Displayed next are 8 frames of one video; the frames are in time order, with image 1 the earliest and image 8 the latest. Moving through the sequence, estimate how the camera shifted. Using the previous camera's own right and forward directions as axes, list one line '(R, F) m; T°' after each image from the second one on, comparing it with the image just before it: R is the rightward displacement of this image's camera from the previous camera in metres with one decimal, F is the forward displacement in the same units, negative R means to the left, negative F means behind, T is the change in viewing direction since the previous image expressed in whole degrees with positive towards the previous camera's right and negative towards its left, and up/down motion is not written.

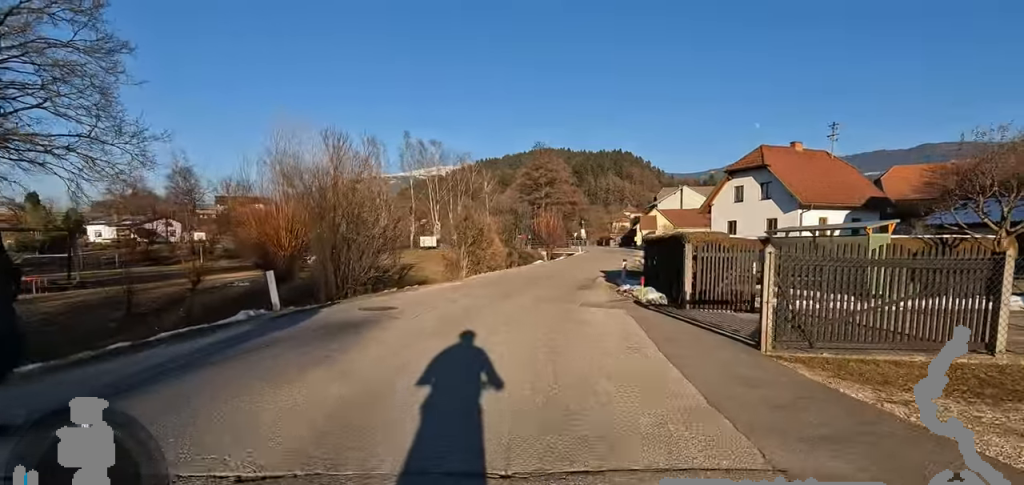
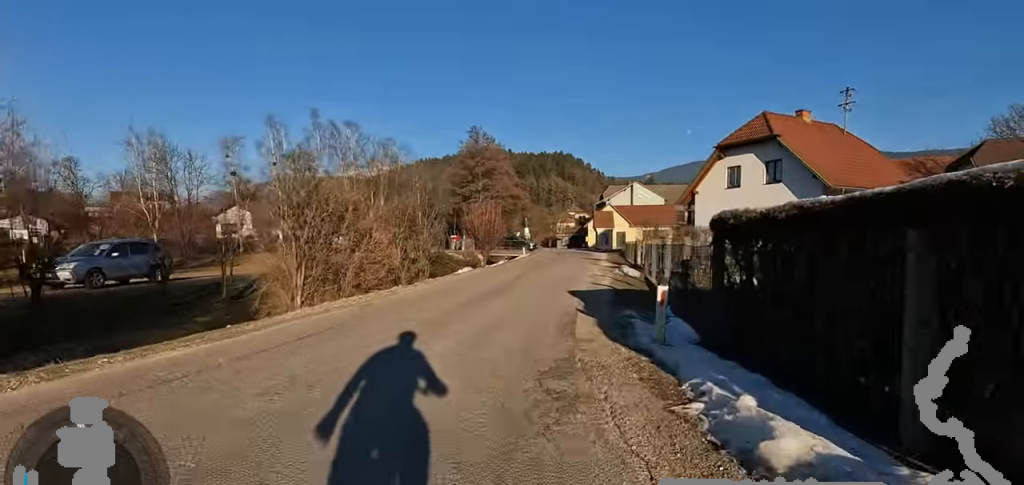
(+0.8, +11.3) m; +14°
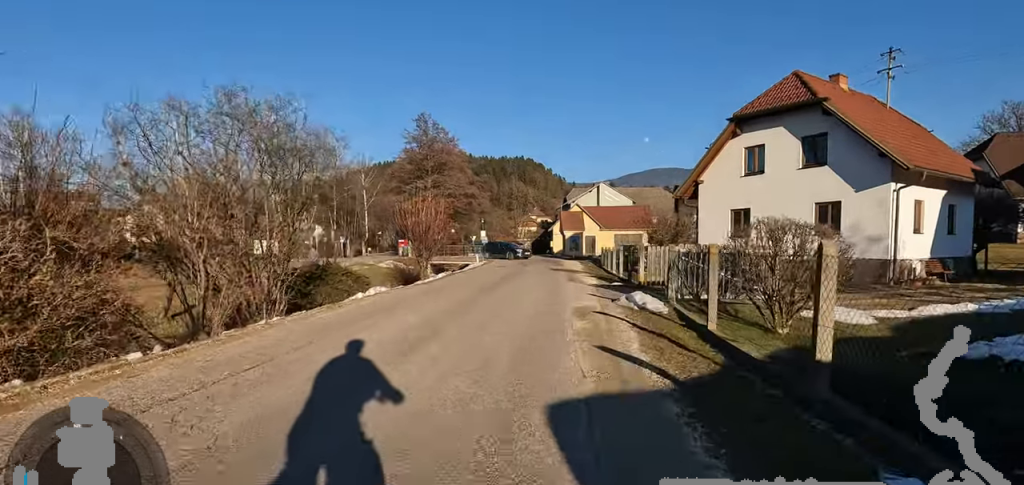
(+0.9, +8.6) m; +11°
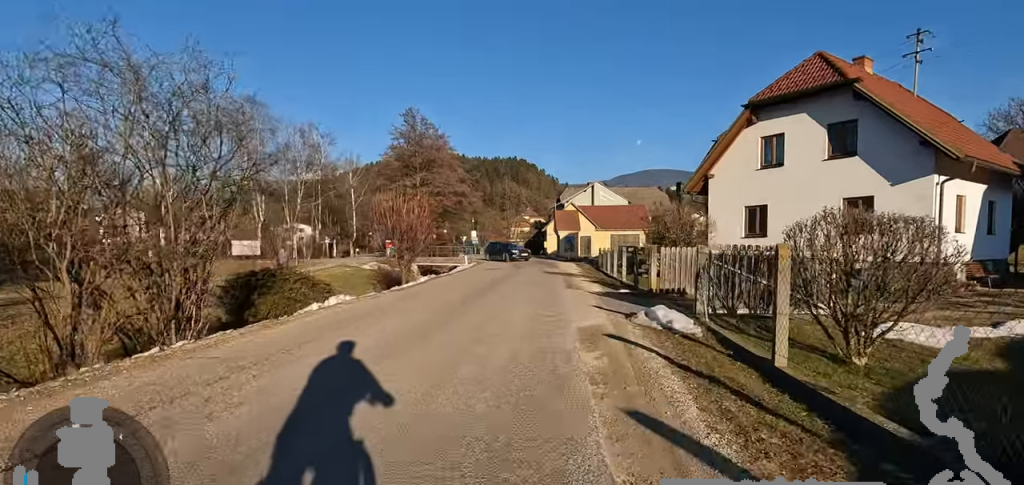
(+0.2, +2.5) m; 0°
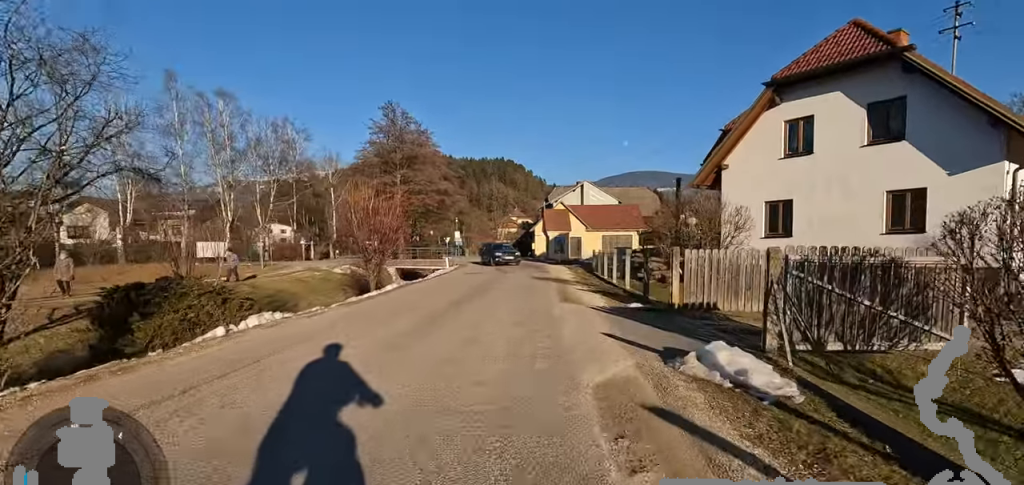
(+0.3, +3.2) m; 0°
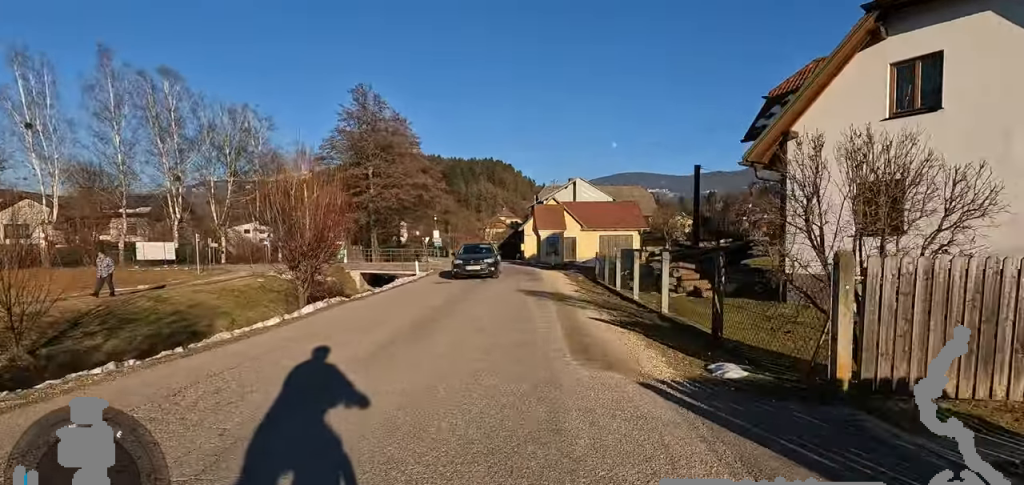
(-0.4, +5.9) m; -5°
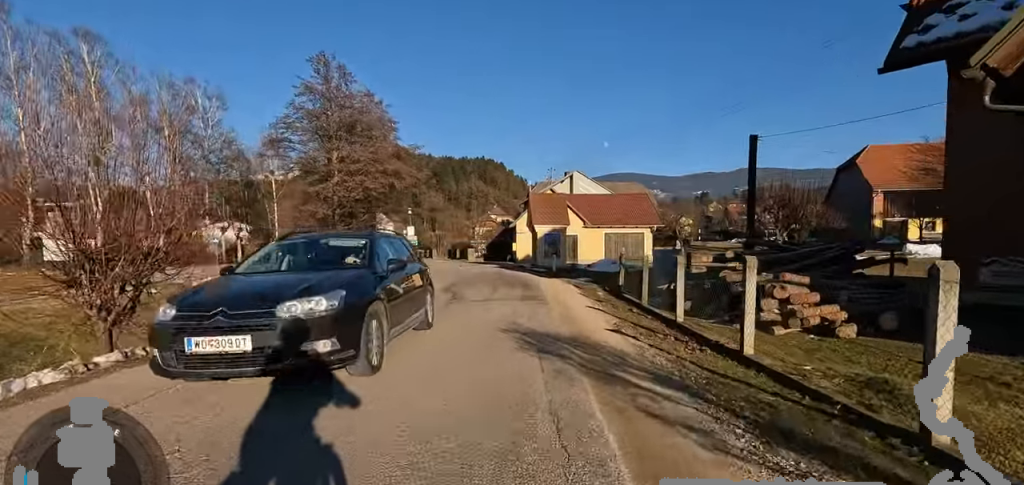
(-0.1, +7.6) m; +1°
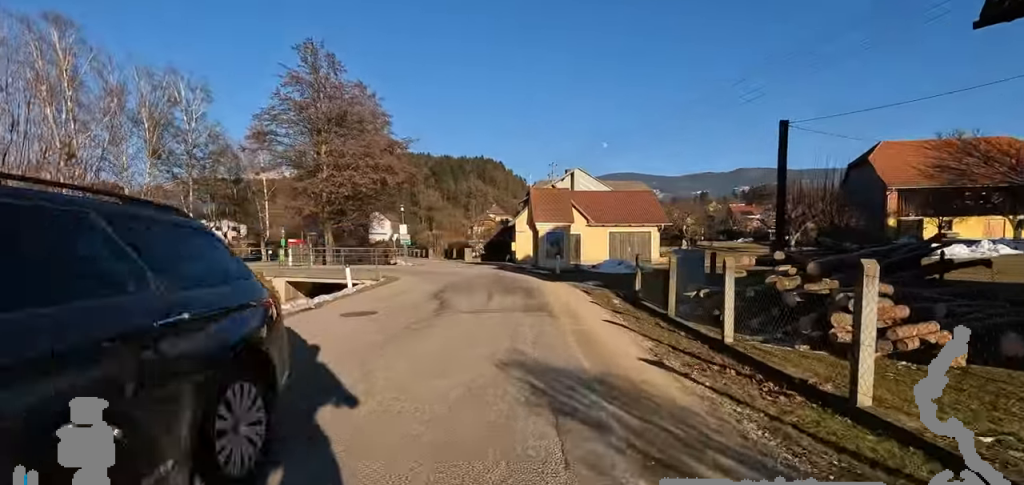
(0.0, +2.3) m; +1°
